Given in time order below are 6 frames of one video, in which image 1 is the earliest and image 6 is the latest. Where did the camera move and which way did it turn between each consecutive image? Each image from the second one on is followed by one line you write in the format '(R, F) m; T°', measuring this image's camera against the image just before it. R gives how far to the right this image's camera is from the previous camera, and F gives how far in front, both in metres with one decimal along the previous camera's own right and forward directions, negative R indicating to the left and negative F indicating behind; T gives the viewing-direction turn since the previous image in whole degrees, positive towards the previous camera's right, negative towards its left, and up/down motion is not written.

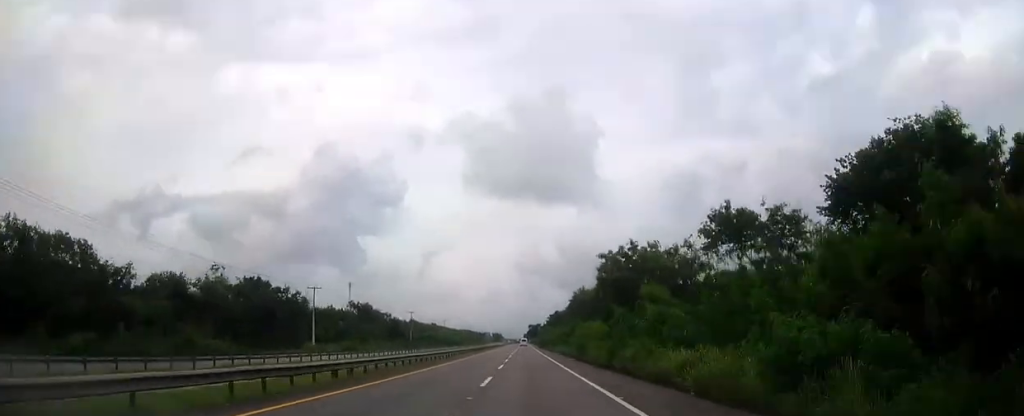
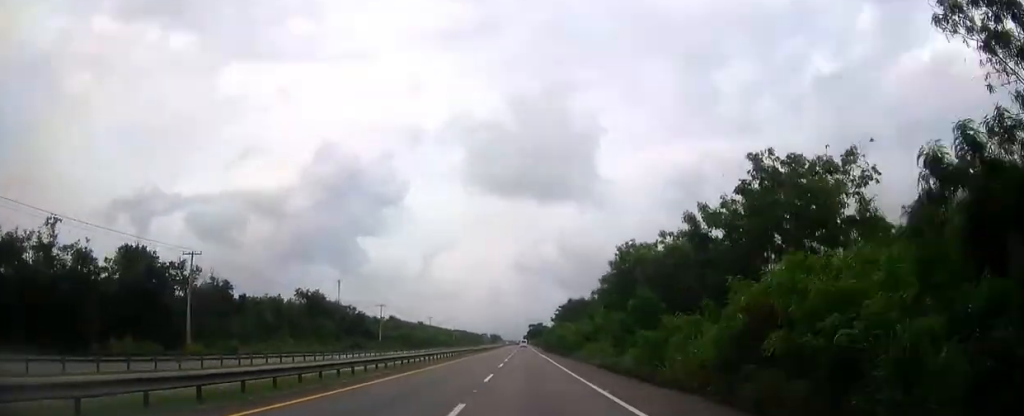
(-0.1, +37.6) m; 0°
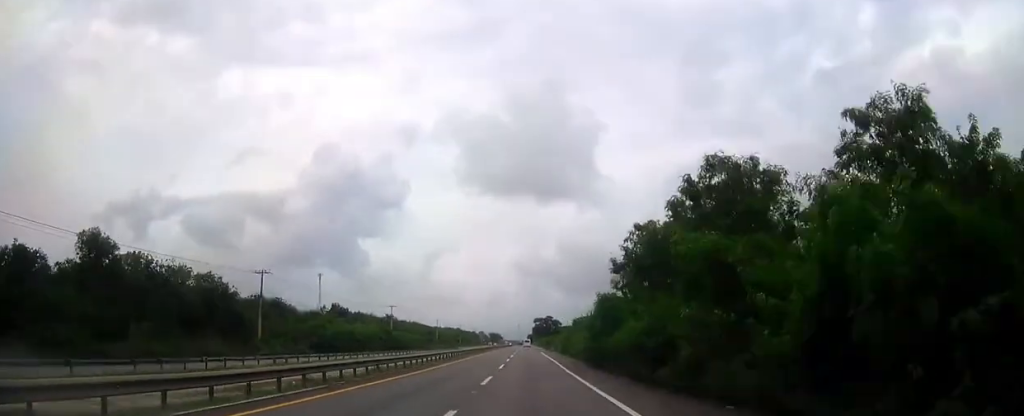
(0.0, +66.2) m; 0°
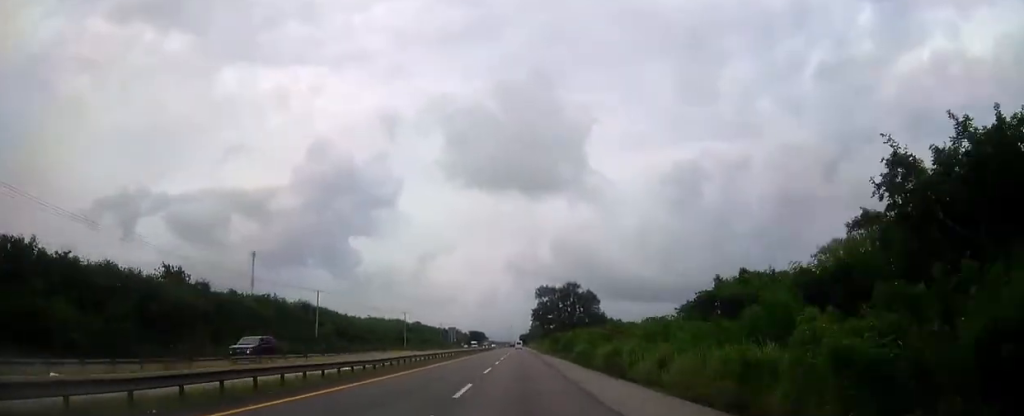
(+0.2, +124.9) m; 0°
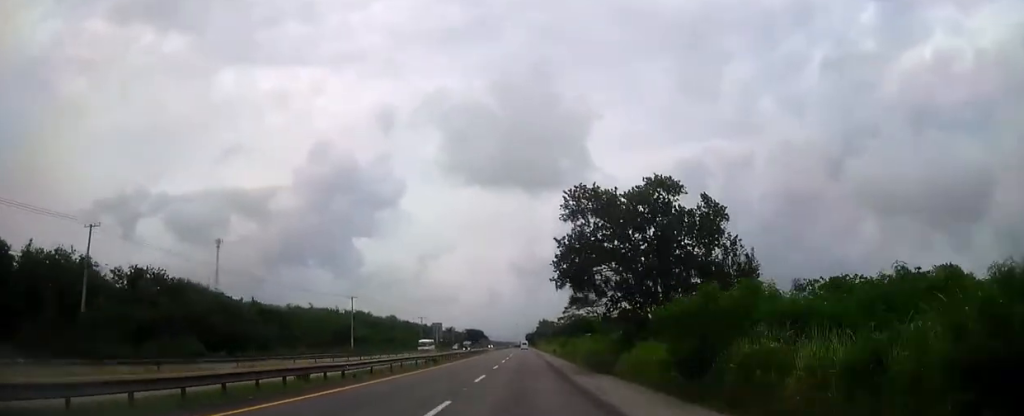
(0.0, +57.8) m; 0°
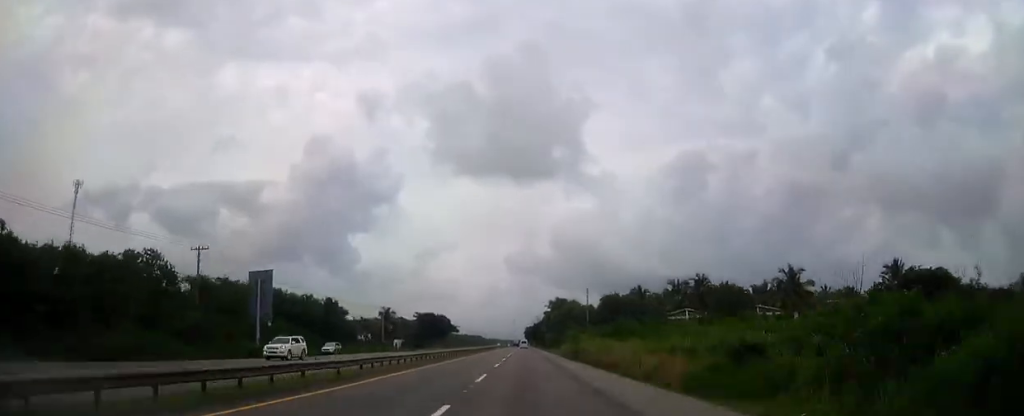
(-0.1, +135.0) m; 0°
